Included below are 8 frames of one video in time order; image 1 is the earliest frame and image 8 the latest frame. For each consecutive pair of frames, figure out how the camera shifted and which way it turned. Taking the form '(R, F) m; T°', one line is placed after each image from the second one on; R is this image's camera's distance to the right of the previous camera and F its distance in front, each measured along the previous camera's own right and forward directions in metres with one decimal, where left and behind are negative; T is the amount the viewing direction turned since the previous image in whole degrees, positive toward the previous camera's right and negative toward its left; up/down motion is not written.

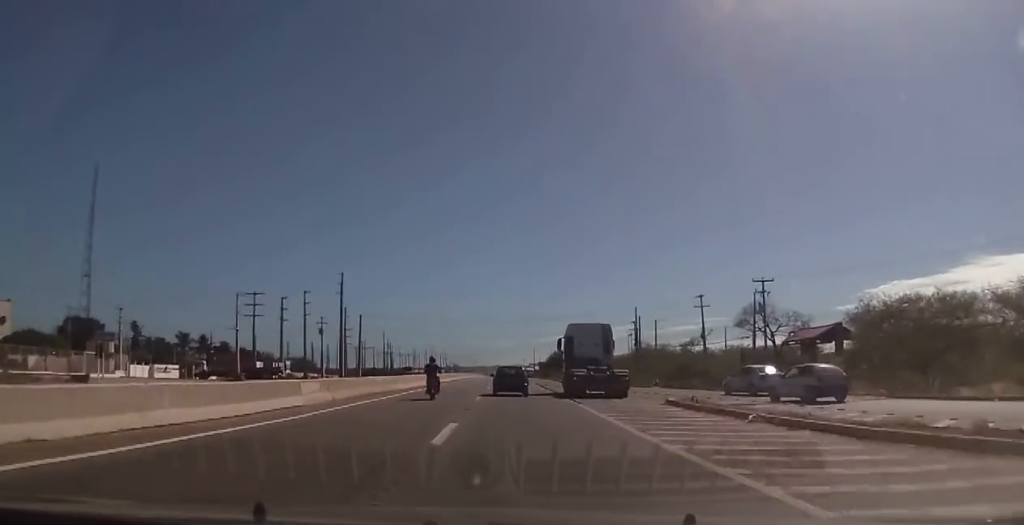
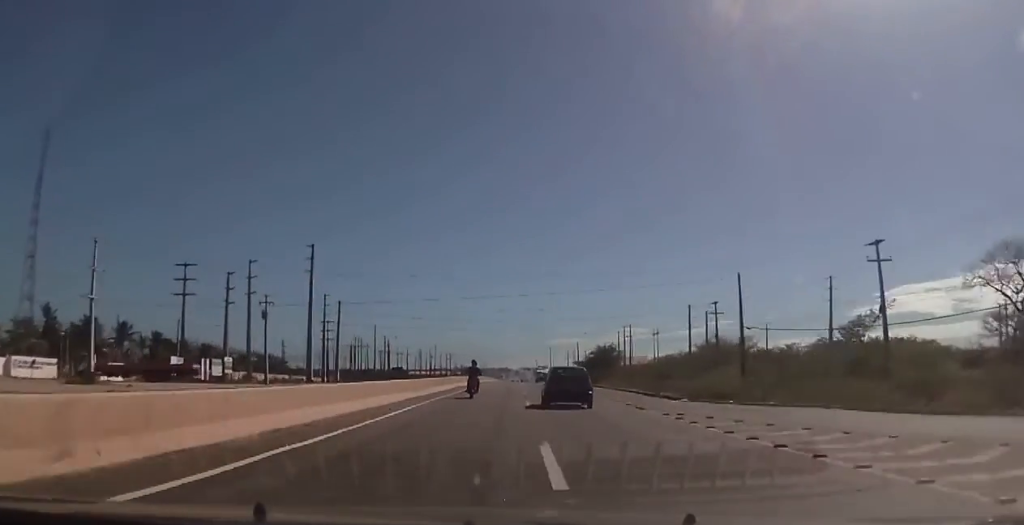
(-0.4, +29.0) m; -1°
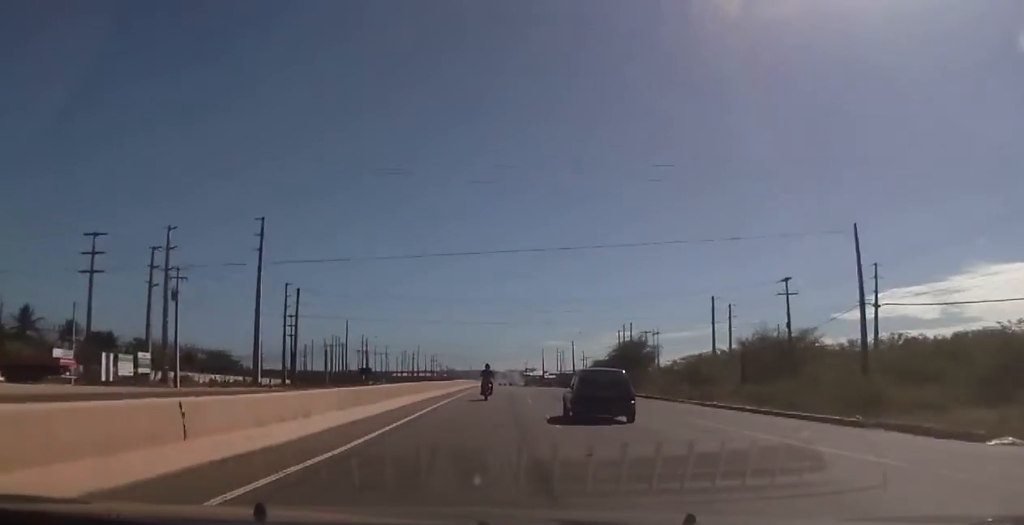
(0.0, +20.0) m; 0°
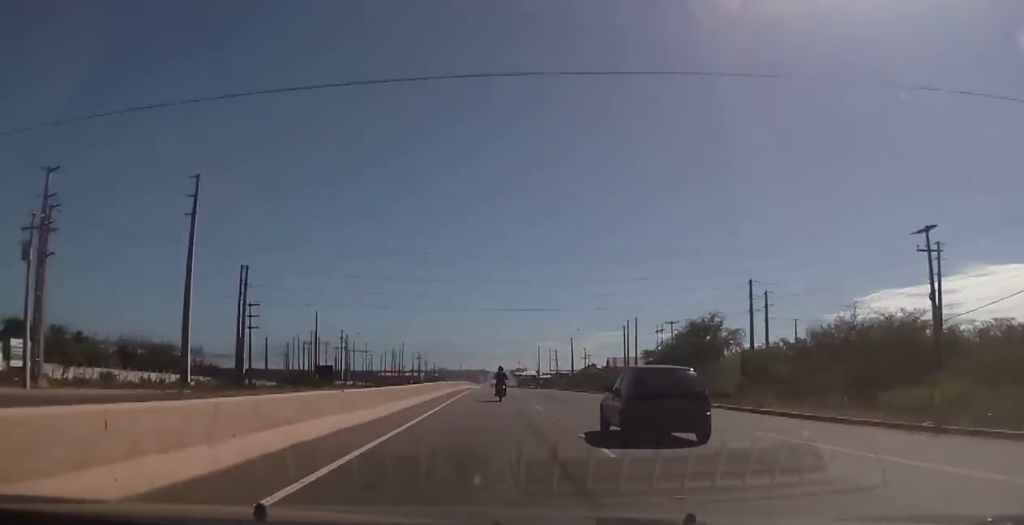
(0.0, +21.0) m; 0°
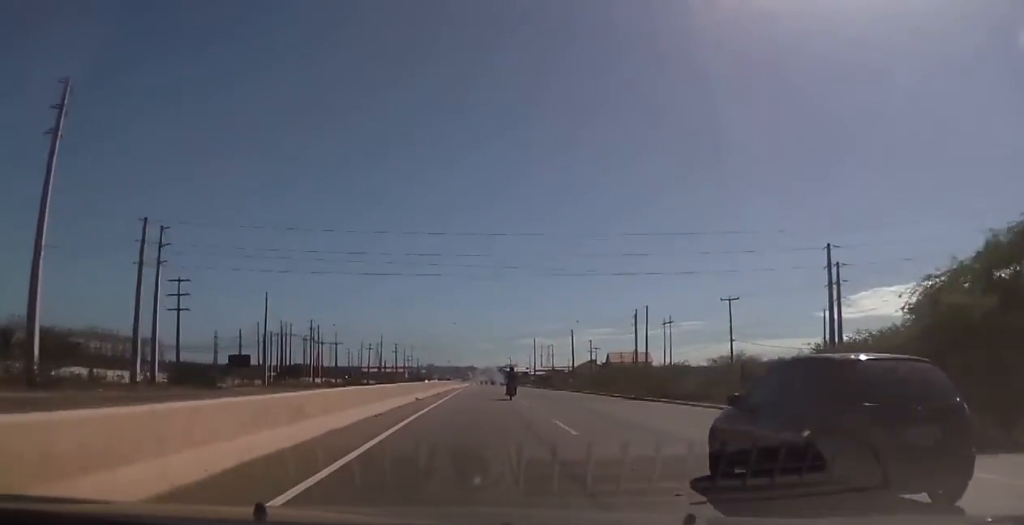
(+0.1, +28.9) m; +1°
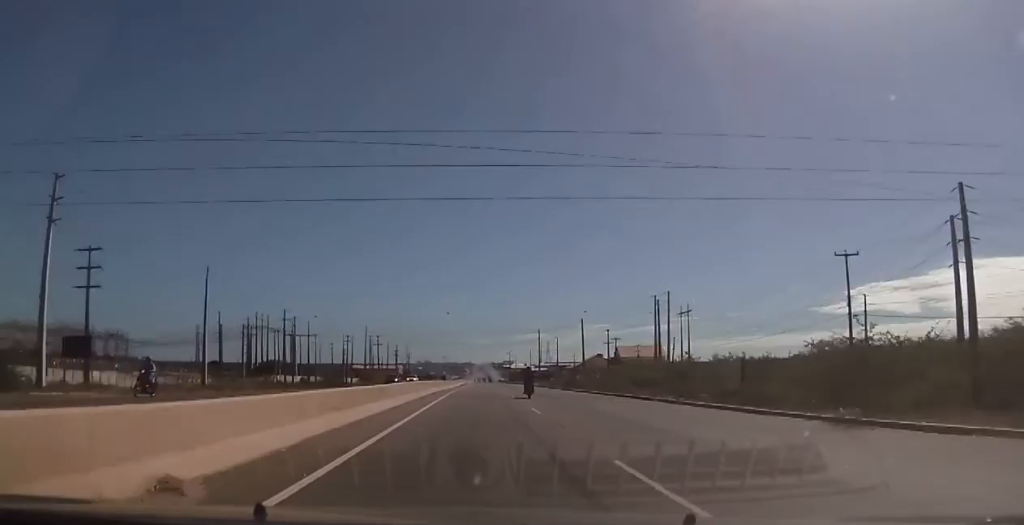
(+0.2, +26.3) m; +1°
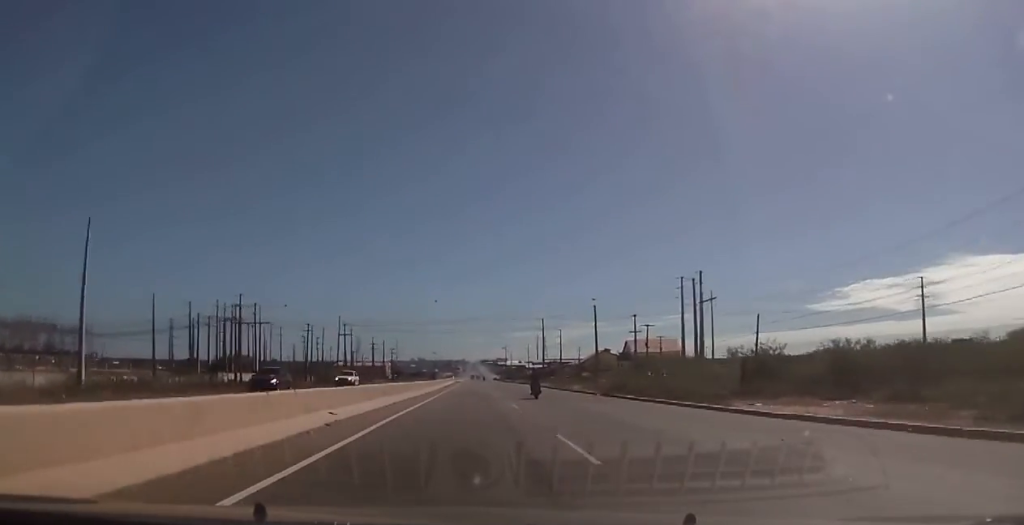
(+0.3, +29.1) m; +1°
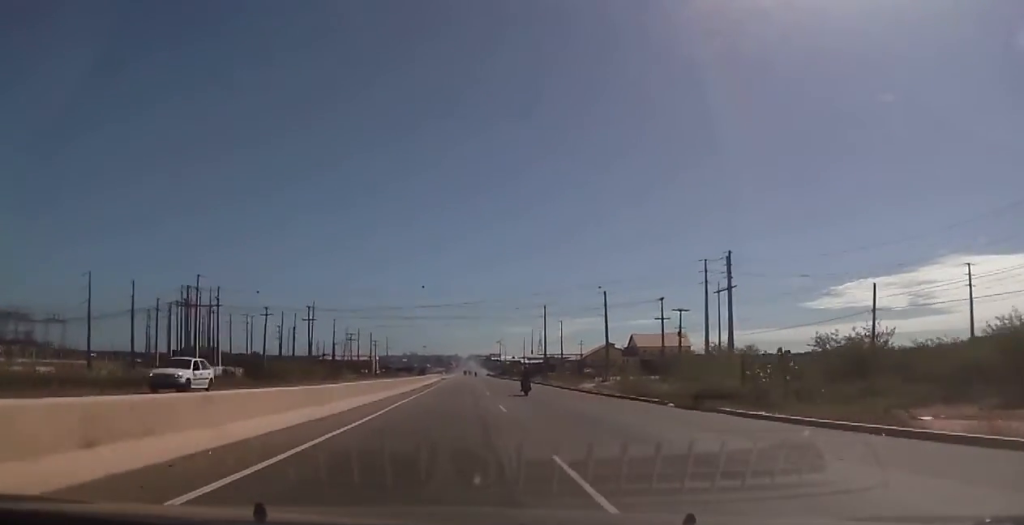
(+0.1, +19.6) m; 0°
